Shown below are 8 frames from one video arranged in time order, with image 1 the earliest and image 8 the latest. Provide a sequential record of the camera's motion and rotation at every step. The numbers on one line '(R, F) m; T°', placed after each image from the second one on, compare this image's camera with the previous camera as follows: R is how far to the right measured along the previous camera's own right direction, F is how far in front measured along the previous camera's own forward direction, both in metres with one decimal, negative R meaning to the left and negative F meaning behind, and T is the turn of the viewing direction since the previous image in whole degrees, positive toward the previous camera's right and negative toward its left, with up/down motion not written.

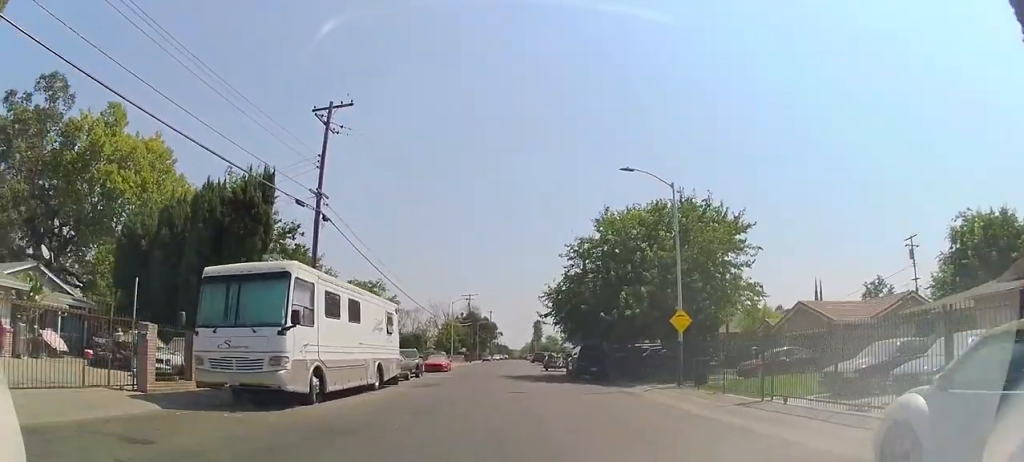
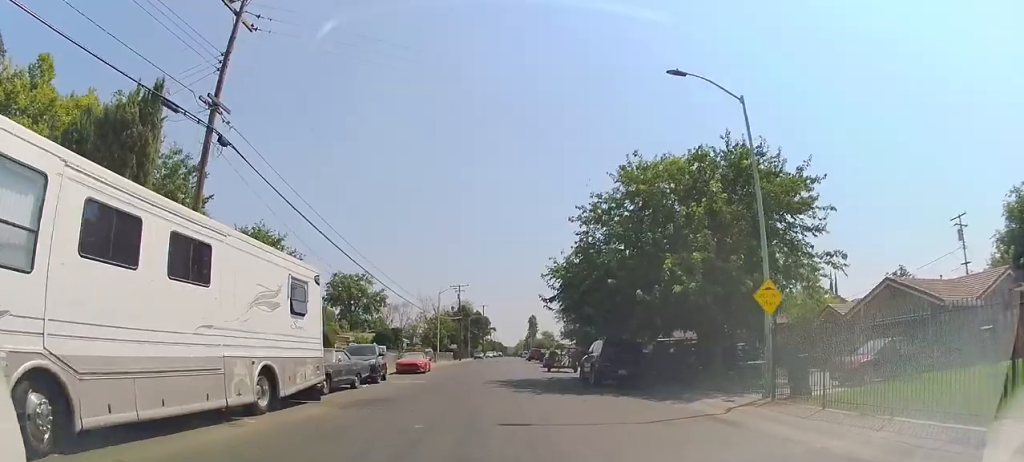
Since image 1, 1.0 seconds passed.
(0.0, +8.6) m; 0°
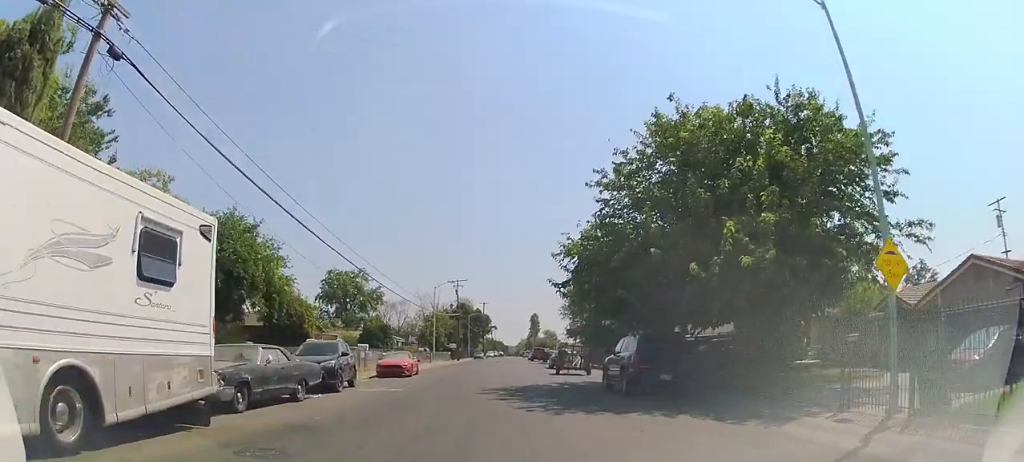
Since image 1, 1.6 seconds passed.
(0.0, +5.5) m; 0°
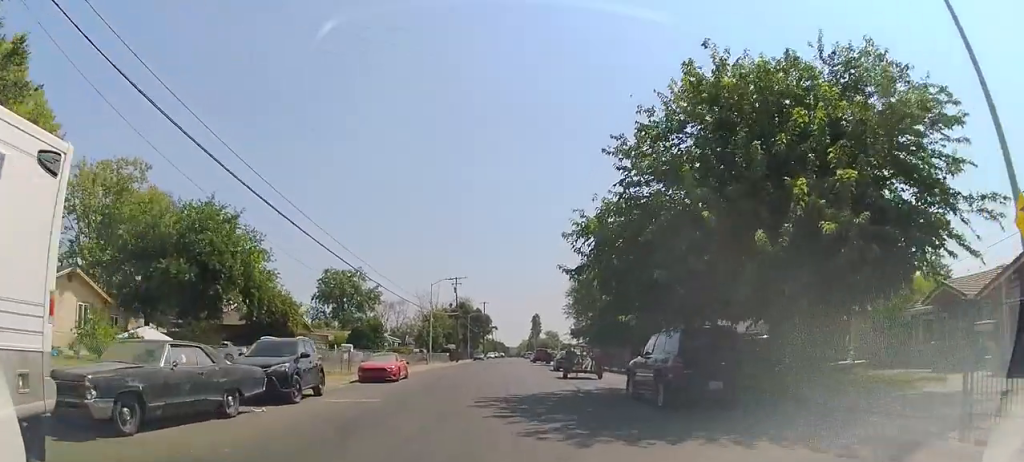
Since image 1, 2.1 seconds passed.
(0.0, +3.7) m; 0°
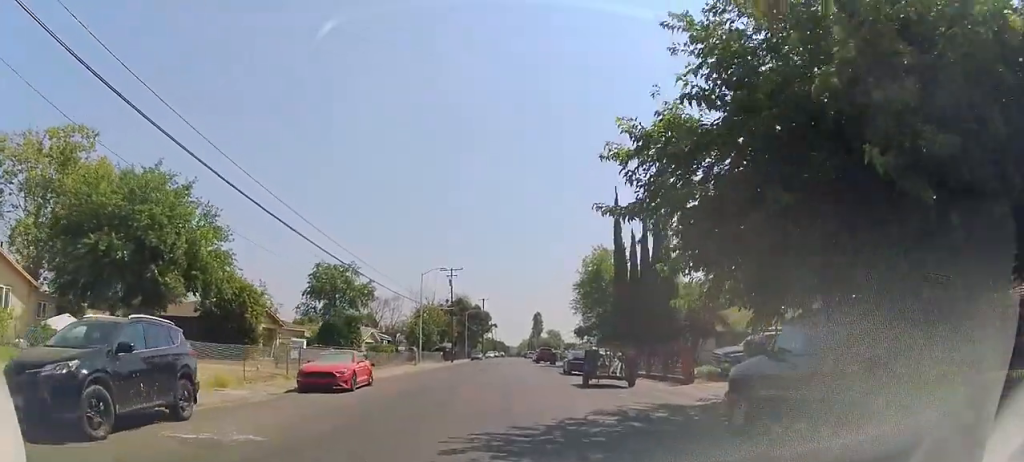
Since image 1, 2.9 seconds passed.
(0.0, +7.3) m; 0°
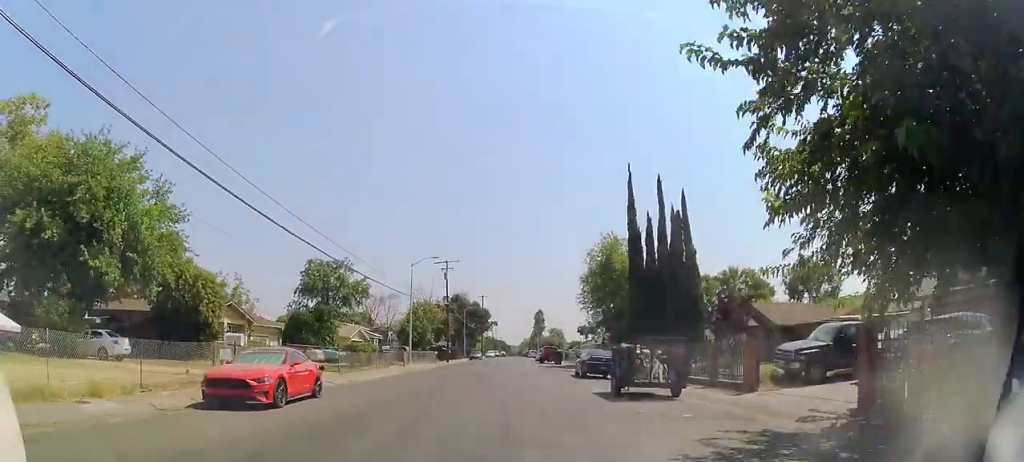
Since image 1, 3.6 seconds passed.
(0.0, +5.8) m; 0°
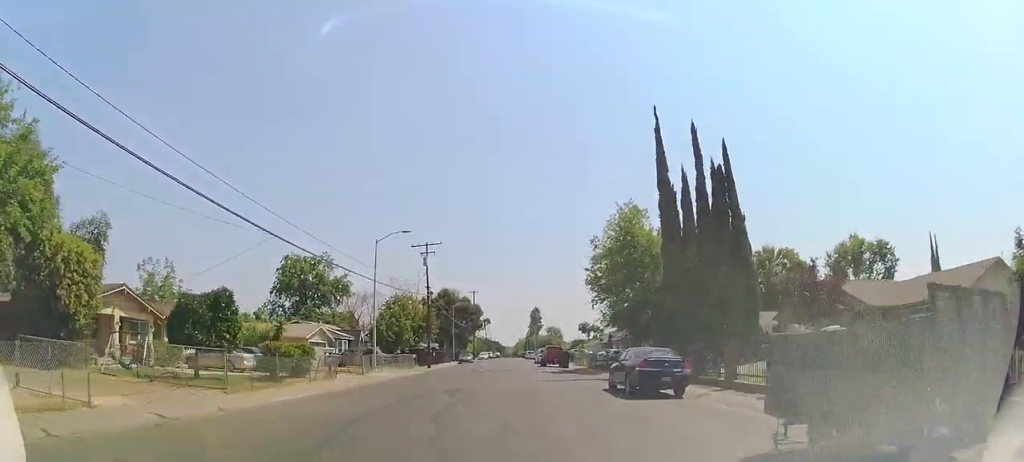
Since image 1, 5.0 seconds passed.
(0.0, +11.3) m; 0°
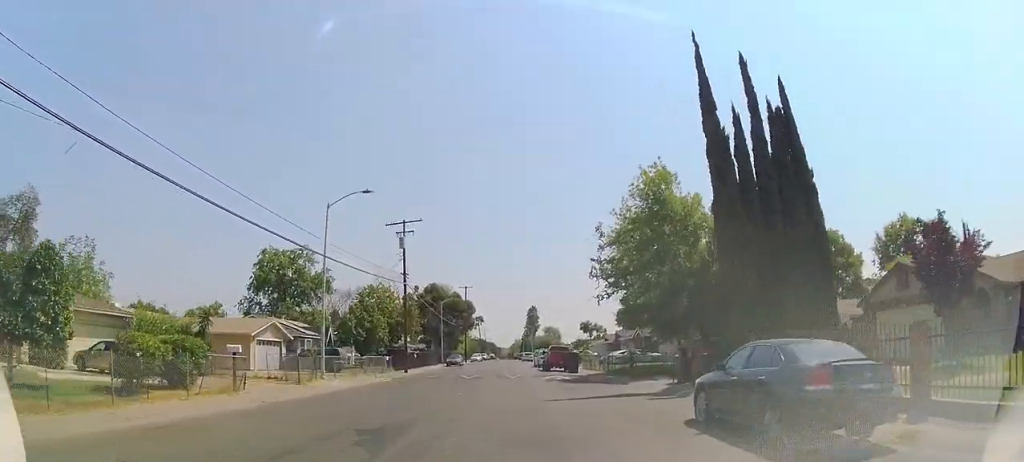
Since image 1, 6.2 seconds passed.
(0.0, +9.4) m; 0°
